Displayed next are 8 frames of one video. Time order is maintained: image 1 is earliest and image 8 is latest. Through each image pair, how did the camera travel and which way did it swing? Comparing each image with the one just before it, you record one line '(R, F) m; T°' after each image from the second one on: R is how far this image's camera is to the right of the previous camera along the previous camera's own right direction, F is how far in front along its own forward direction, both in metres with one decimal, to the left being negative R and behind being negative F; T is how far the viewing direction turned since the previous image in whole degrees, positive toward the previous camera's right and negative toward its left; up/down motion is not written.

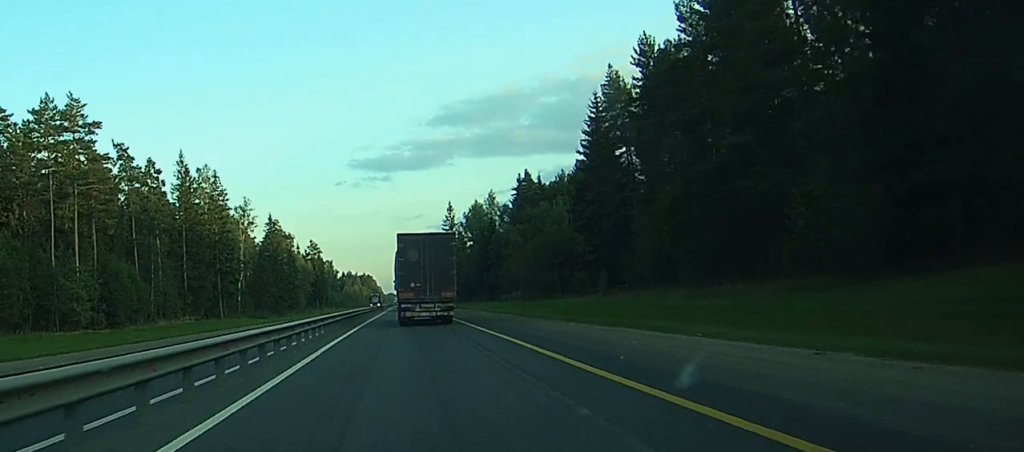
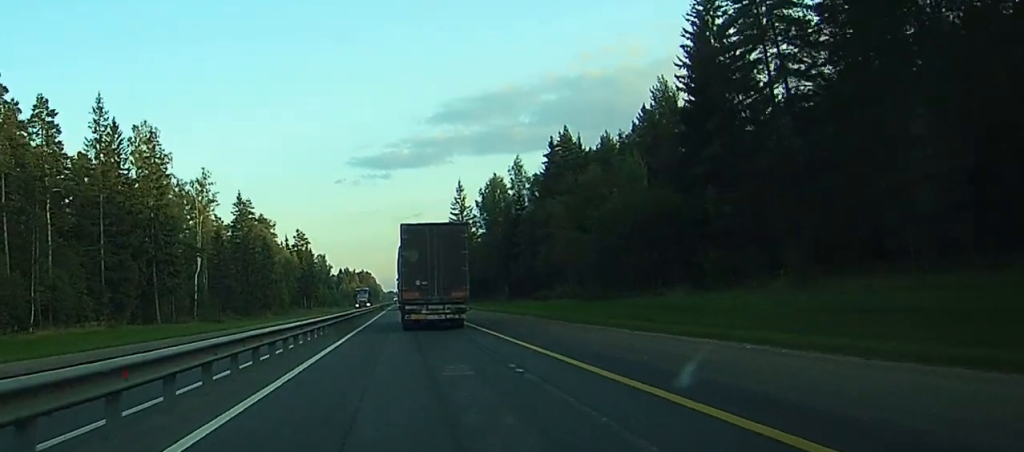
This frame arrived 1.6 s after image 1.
(+0.2, +33.9) m; +1°
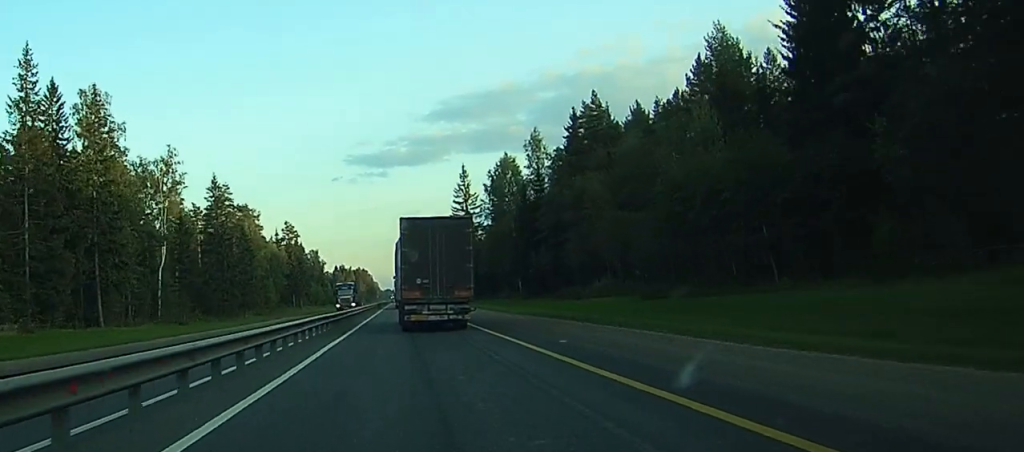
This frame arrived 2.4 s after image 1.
(0.0, +16.4) m; 0°
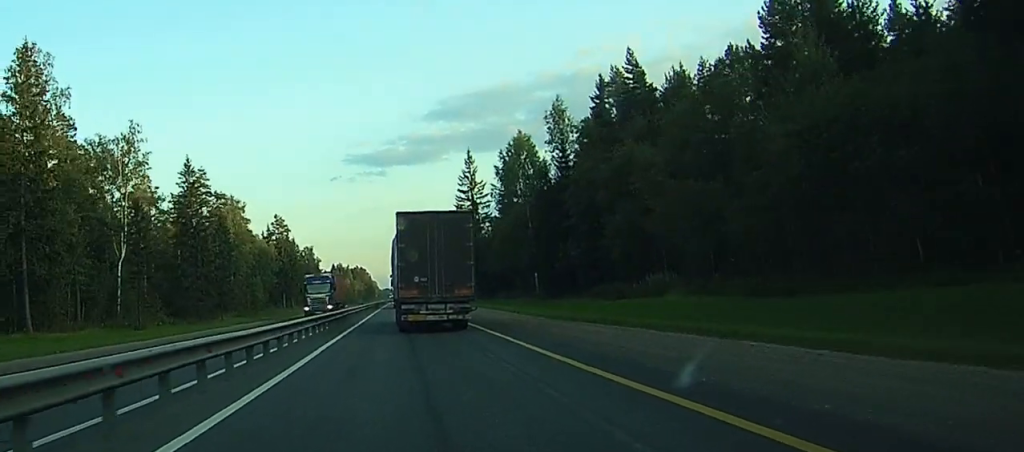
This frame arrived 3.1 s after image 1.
(0.0, +15.3) m; 0°
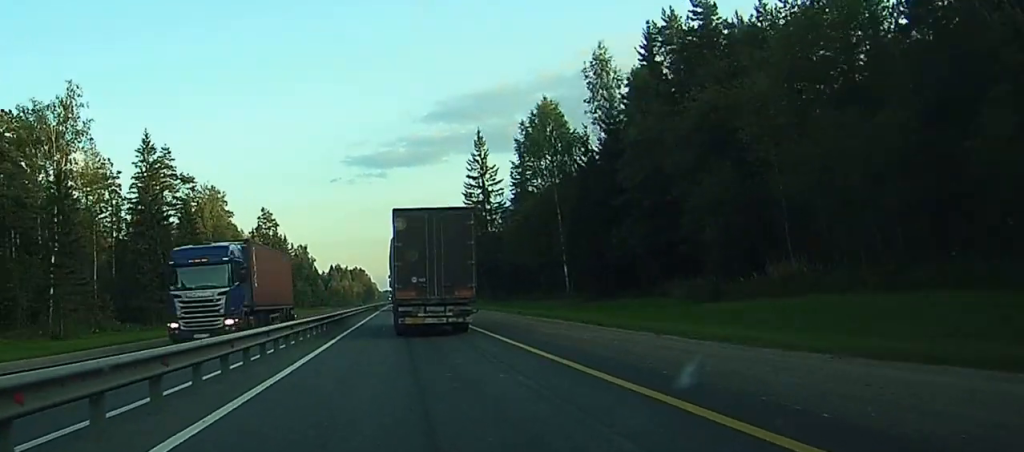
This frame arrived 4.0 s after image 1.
(+0.1, +22.6) m; 0°
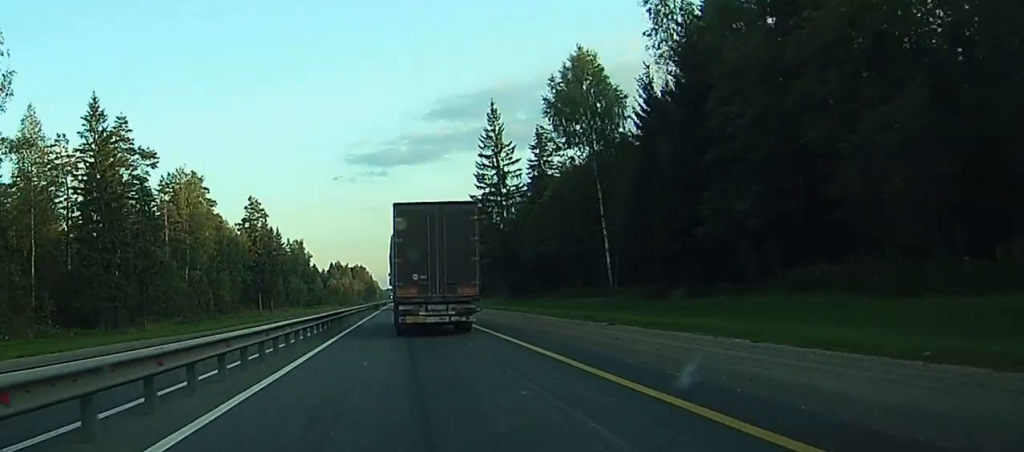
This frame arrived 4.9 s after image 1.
(0.0, +24.1) m; 0°
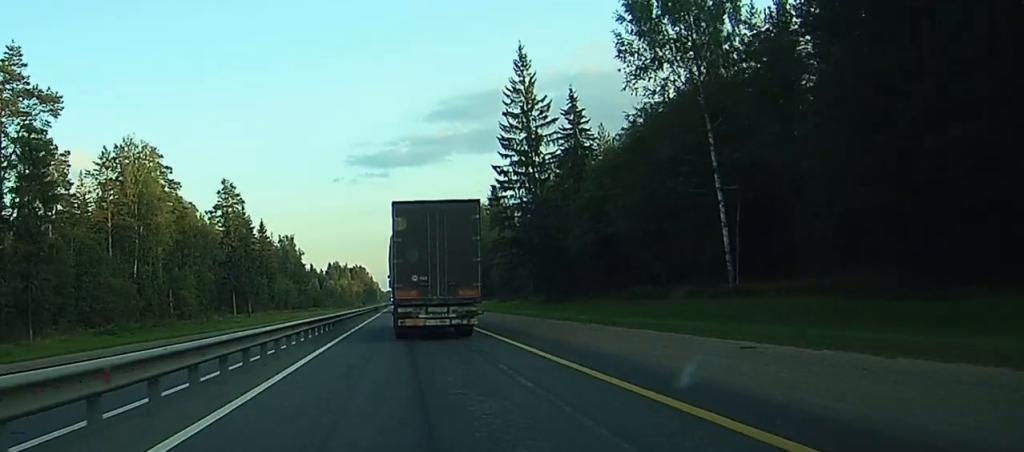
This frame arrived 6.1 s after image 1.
(-0.2, +37.0) m; -1°
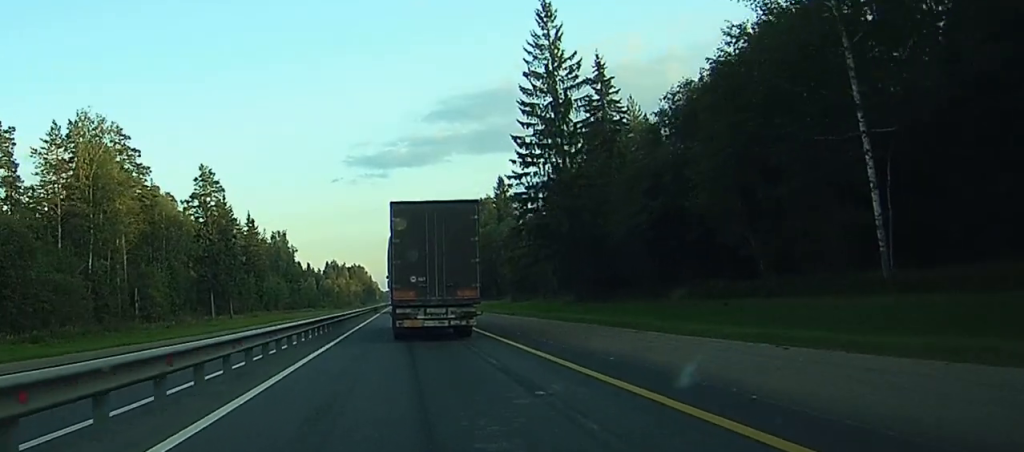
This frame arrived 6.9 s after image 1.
(-0.1, +20.3) m; 0°
